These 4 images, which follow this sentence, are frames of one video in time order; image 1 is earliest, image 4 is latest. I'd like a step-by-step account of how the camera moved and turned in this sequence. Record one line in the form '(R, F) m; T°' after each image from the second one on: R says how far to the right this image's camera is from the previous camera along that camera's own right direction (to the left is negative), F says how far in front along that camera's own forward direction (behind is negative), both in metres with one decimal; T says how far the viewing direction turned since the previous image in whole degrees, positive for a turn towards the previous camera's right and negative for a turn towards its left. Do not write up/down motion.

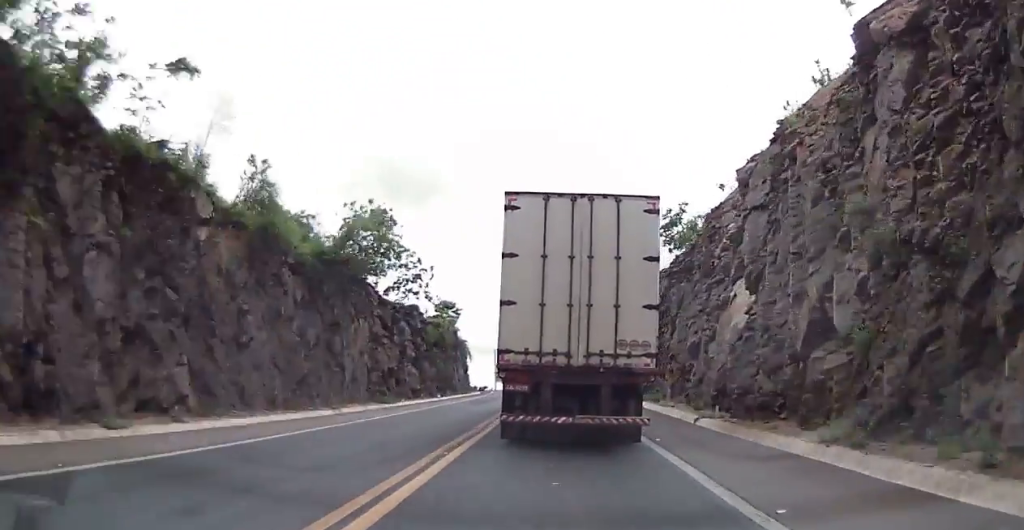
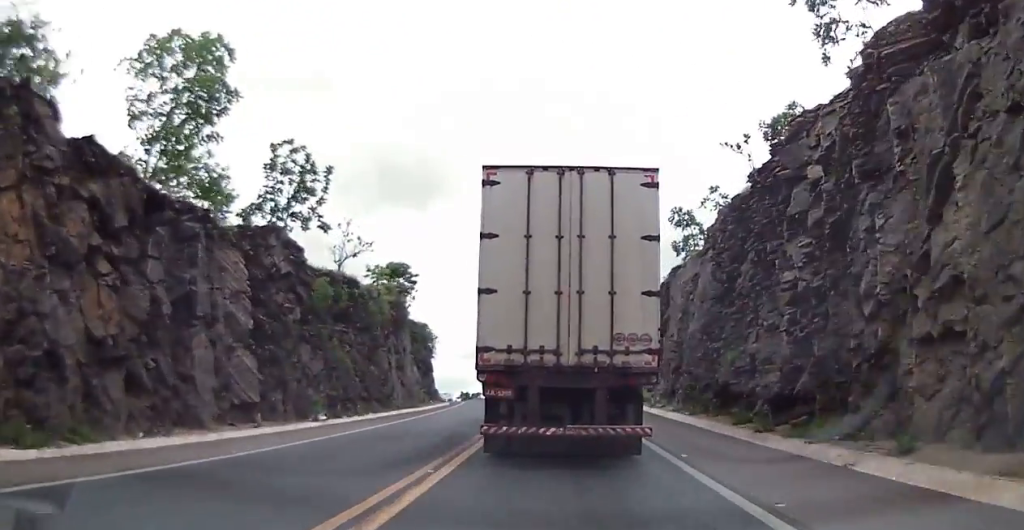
(+1.0, +27.8) m; 0°
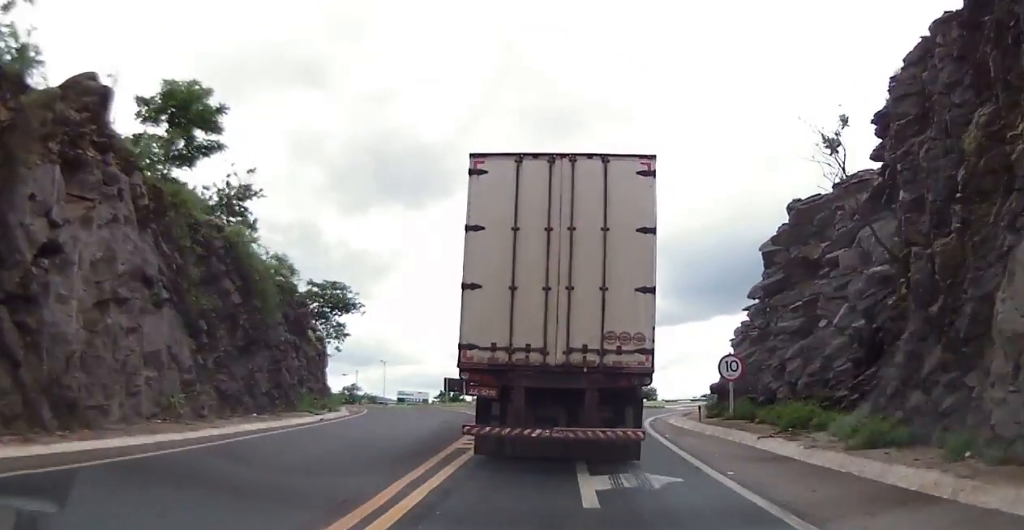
(+0.4, +37.0) m; 0°
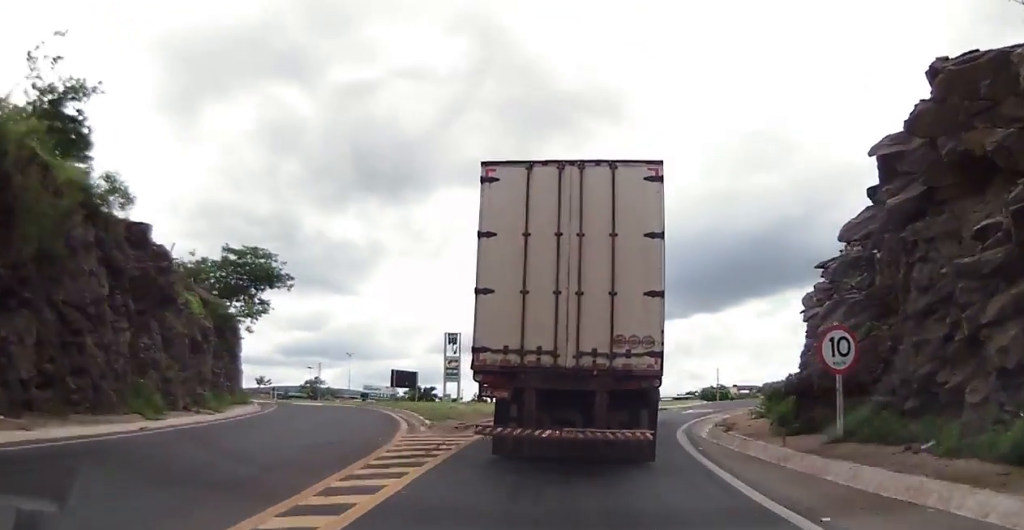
(-0.2, +12.4) m; +1°
